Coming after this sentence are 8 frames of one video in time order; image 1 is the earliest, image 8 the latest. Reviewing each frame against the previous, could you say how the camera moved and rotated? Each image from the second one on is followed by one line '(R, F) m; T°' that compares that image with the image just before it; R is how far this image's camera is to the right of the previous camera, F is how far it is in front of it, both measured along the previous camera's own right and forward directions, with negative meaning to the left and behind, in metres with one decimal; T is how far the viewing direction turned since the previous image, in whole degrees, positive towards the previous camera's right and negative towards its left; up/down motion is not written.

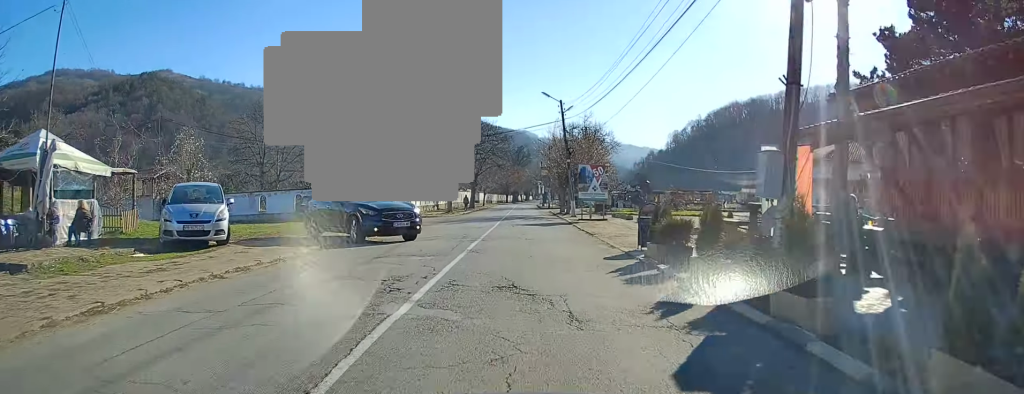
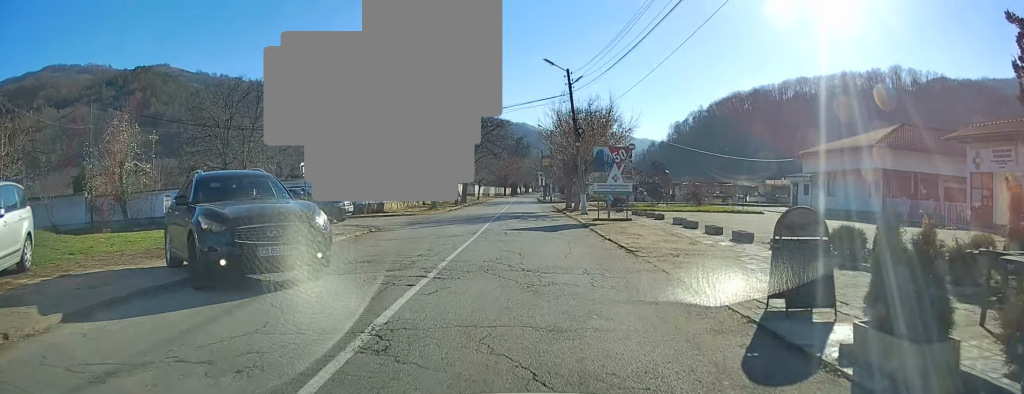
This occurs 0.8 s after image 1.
(0.0, +8.6) m; 0°
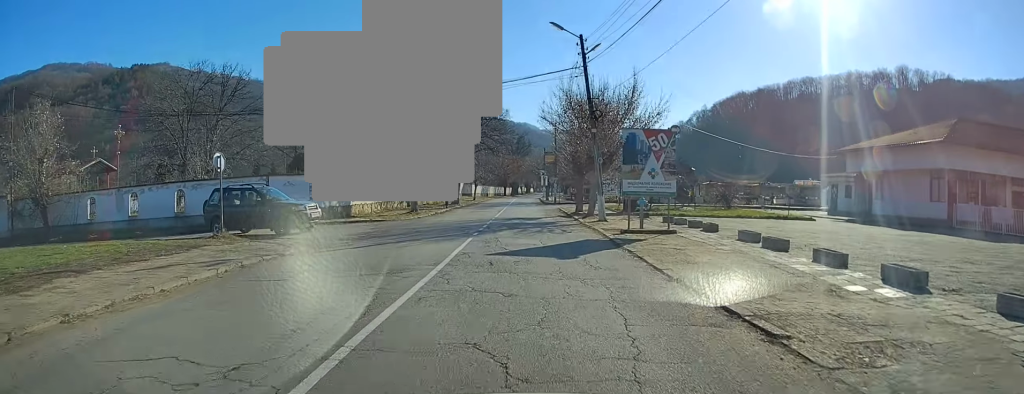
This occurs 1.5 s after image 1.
(0.0, +7.8) m; 0°
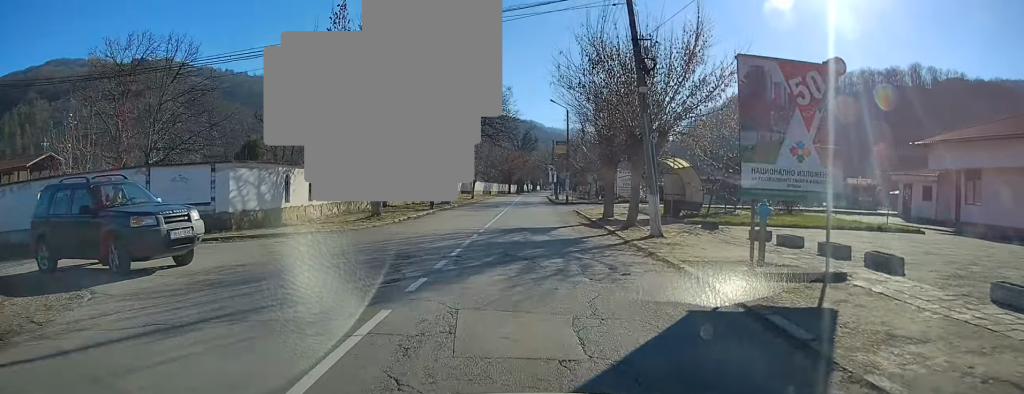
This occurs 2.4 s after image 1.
(0.0, +10.5) m; 0°
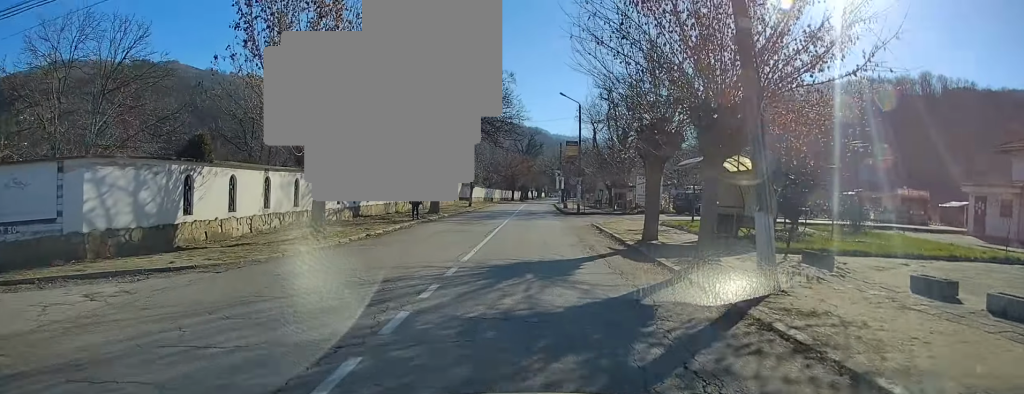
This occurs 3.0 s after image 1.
(0.0, +7.5) m; 0°
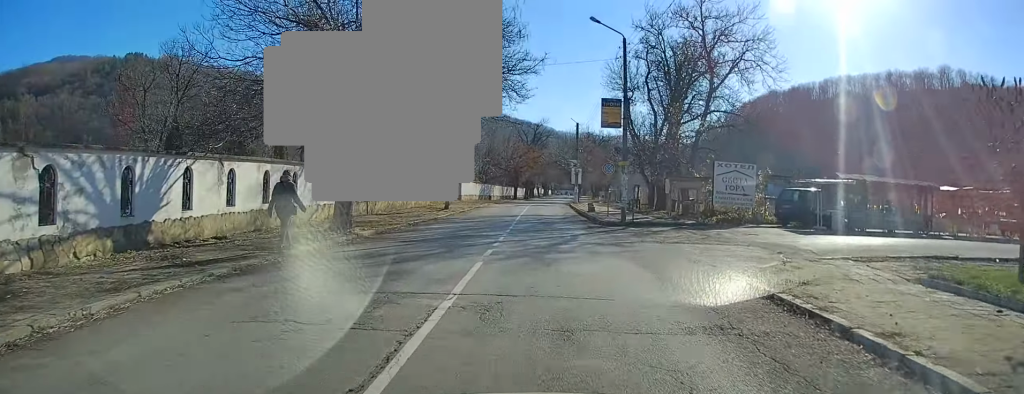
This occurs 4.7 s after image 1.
(-0.5, +19.8) m; -2°
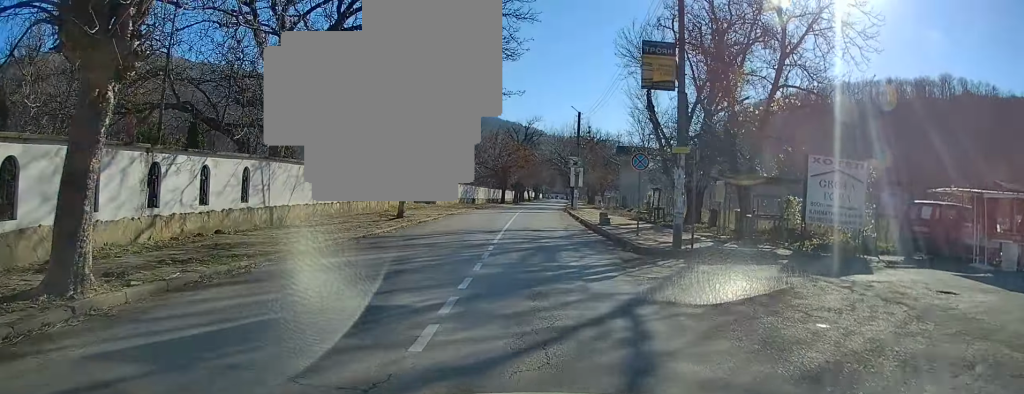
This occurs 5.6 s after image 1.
(0.0, +11.5) m; +1°
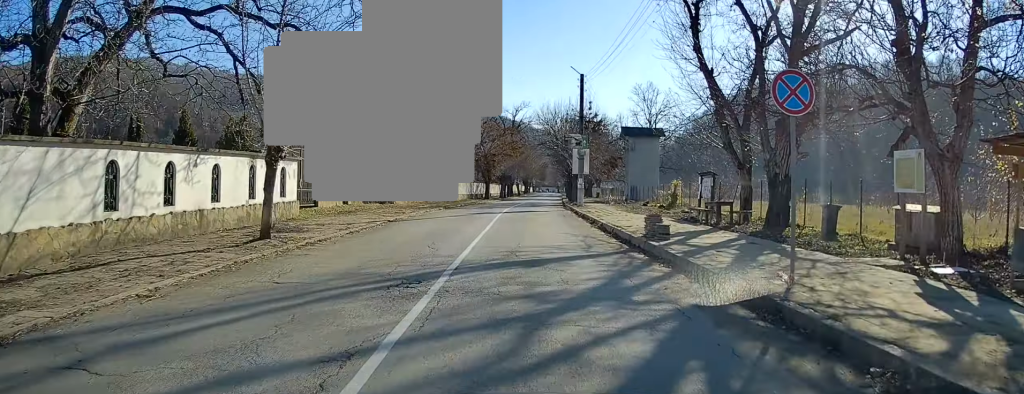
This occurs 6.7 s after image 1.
(+0.2, +13.3) m; +1°
